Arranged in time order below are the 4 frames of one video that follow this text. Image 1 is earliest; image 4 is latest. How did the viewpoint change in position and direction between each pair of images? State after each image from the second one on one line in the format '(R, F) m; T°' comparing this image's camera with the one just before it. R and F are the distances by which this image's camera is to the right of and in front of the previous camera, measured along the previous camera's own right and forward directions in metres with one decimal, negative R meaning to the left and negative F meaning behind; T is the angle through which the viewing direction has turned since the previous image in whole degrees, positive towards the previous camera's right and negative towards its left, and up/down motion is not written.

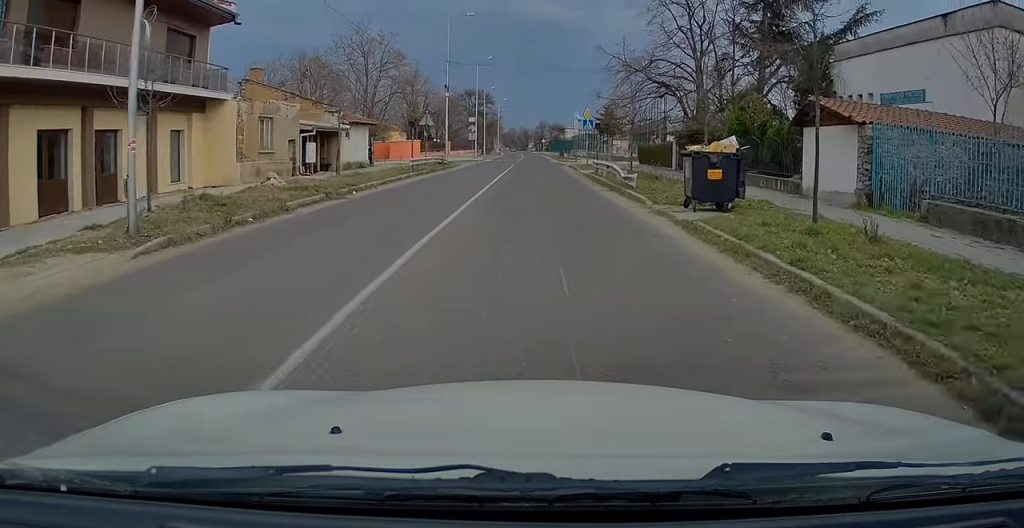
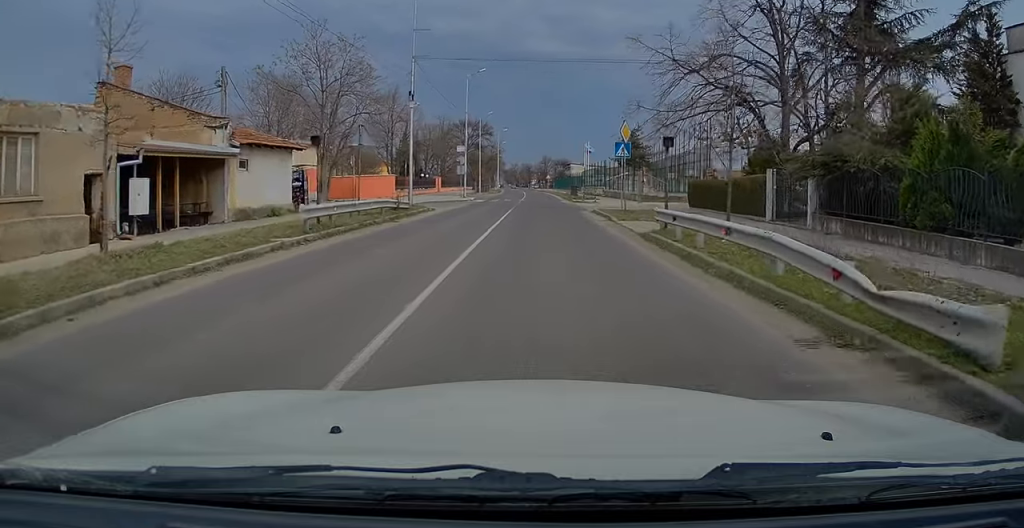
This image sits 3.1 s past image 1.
(-0.7, +12.9) m; -5°
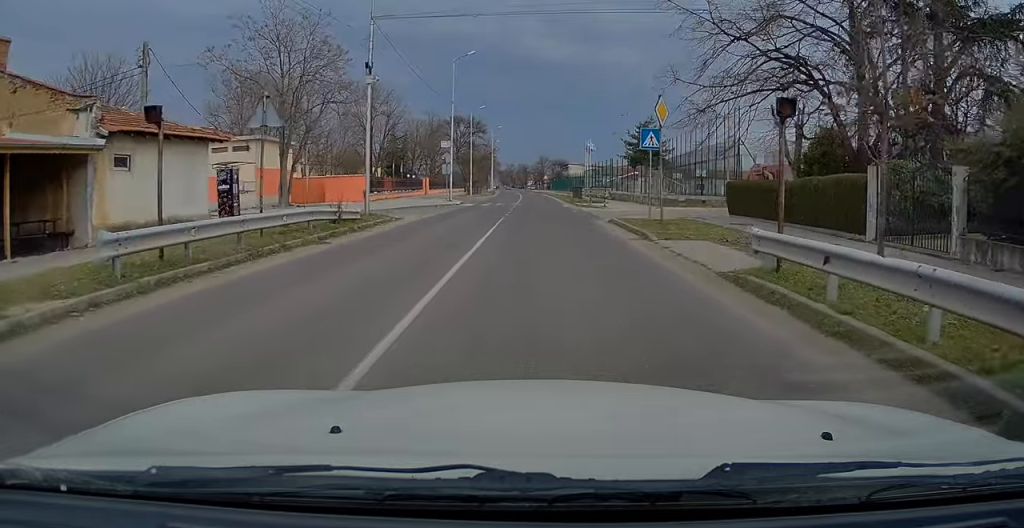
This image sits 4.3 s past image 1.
(-0.1, +7.0) m; +1°
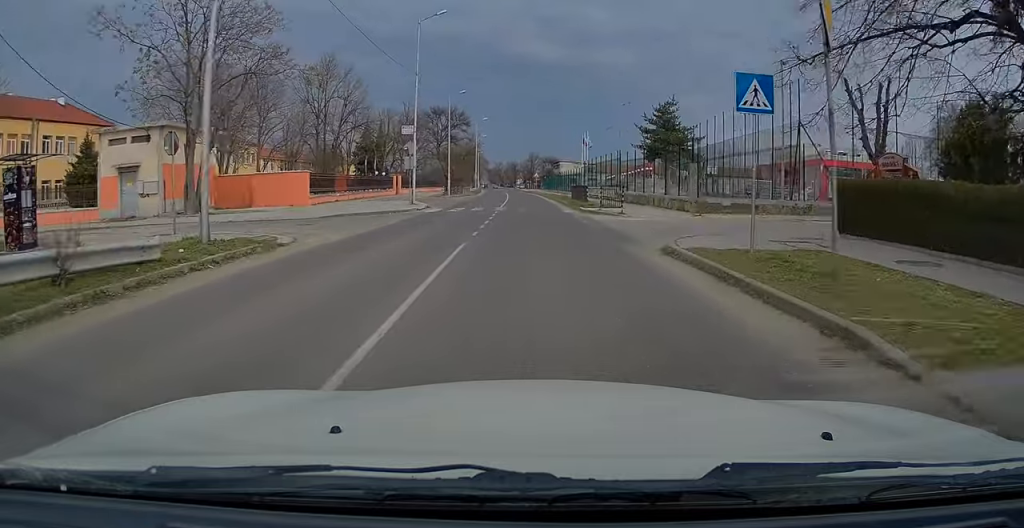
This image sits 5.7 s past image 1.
(+0.4, +10.4) m; +3°
